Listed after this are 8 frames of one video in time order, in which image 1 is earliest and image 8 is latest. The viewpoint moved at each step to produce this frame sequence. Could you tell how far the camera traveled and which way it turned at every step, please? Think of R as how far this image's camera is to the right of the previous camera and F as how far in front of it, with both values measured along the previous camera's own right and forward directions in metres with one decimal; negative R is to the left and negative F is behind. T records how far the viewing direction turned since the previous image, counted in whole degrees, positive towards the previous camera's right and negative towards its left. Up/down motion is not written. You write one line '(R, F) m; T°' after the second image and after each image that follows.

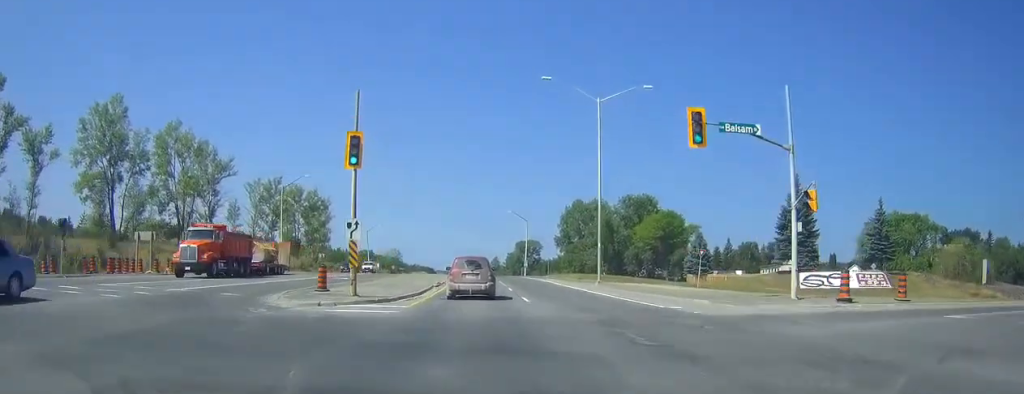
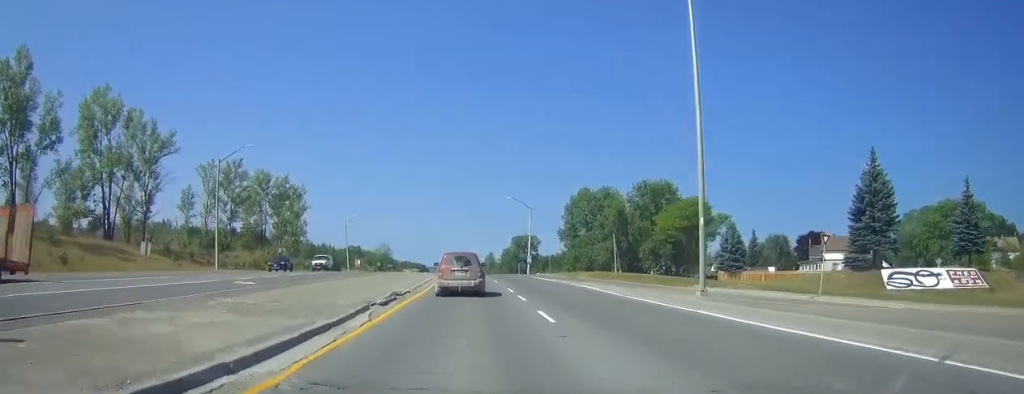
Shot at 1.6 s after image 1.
(0.0, +20.3) m; 0°
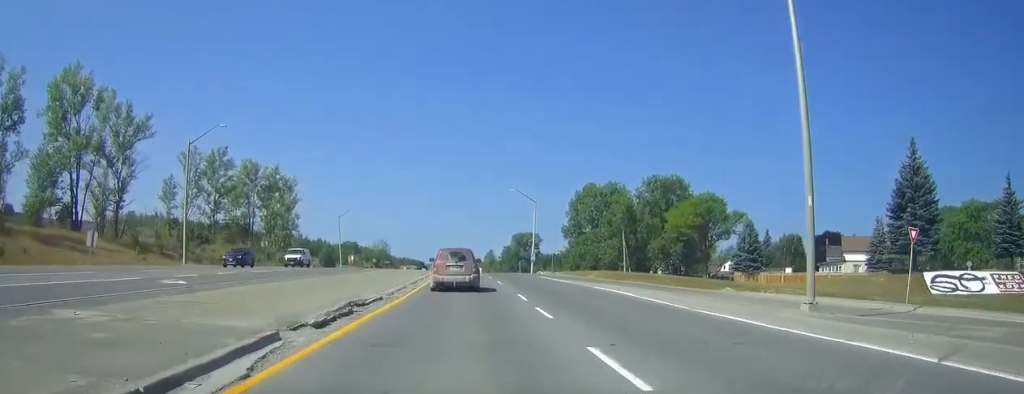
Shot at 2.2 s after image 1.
(0.0, +7.5) m; 0°
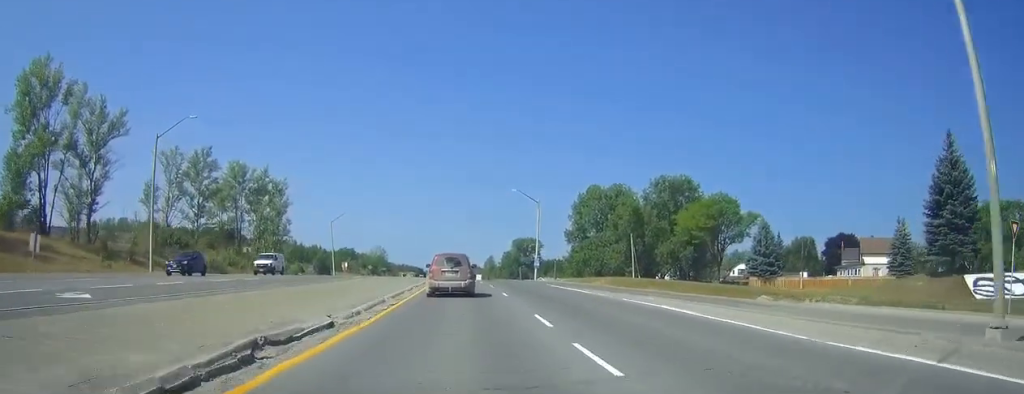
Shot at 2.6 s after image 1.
(0.0, +6.3) m; 0°
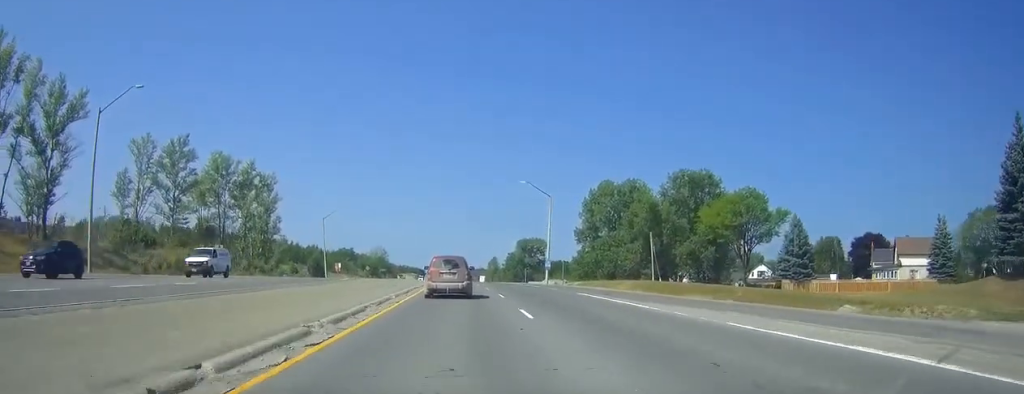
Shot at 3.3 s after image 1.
(+0.1, +9.8) m; 0°
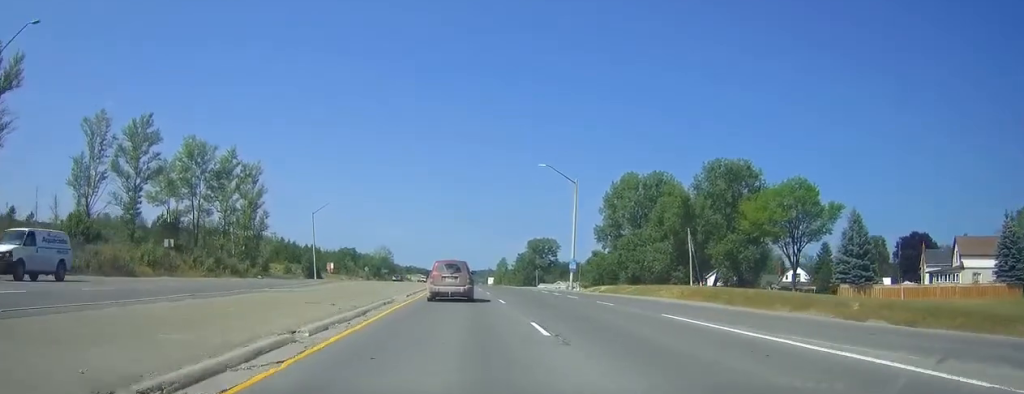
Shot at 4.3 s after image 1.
(-0.1, +13.7) m; 0°
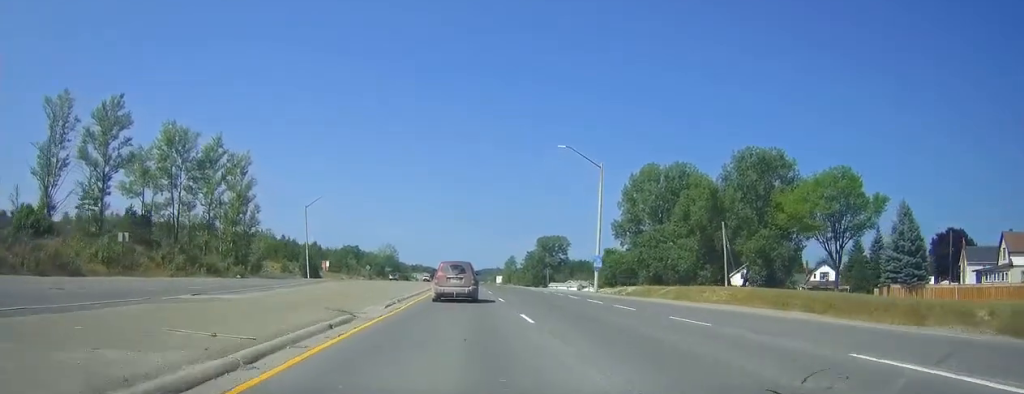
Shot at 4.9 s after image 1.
(0.0, +9.2) m; -1°
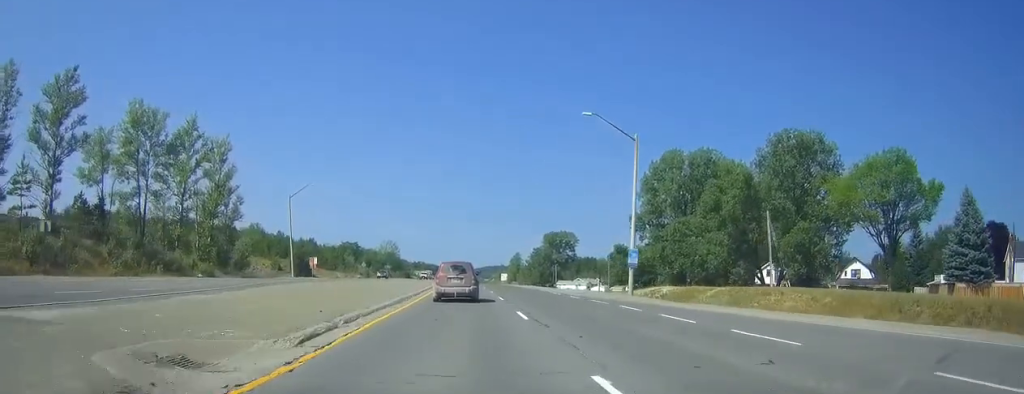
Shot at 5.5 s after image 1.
(0.0, +10.5) m; -1°
